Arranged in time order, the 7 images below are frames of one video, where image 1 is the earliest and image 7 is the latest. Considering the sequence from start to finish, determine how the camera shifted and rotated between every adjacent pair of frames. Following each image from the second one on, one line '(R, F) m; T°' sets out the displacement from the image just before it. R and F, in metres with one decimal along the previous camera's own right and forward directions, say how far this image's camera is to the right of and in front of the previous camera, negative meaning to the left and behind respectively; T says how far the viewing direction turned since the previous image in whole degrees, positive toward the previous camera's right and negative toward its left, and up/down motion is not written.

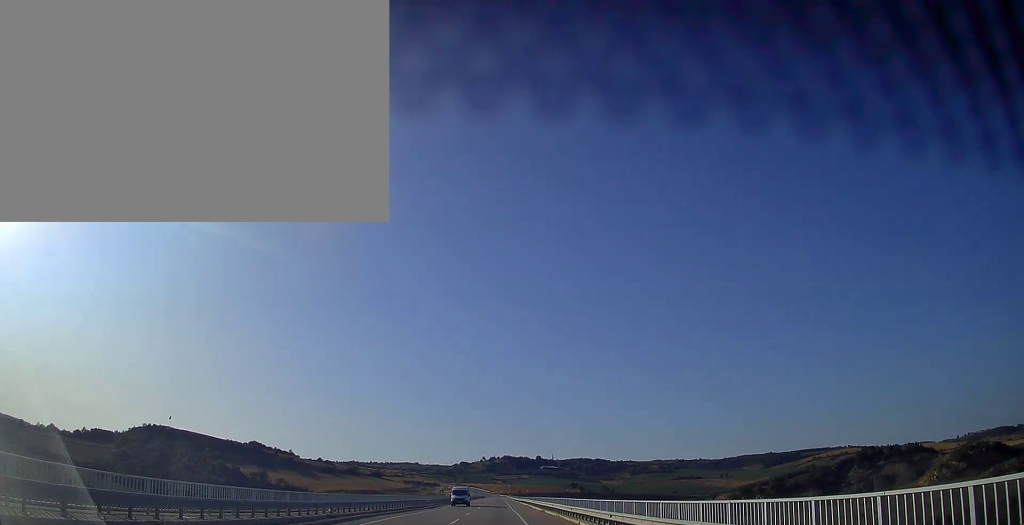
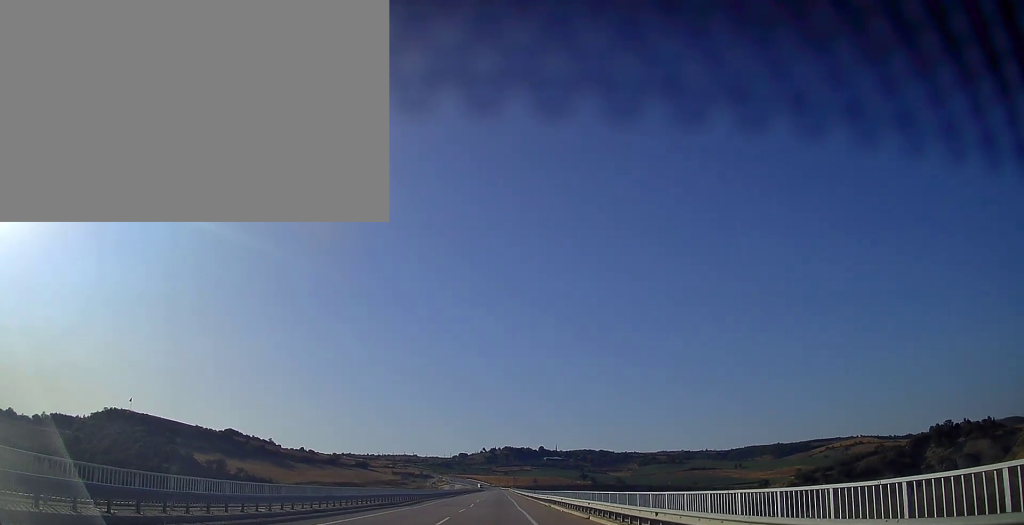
(-0.4, +55.0) m; 0°
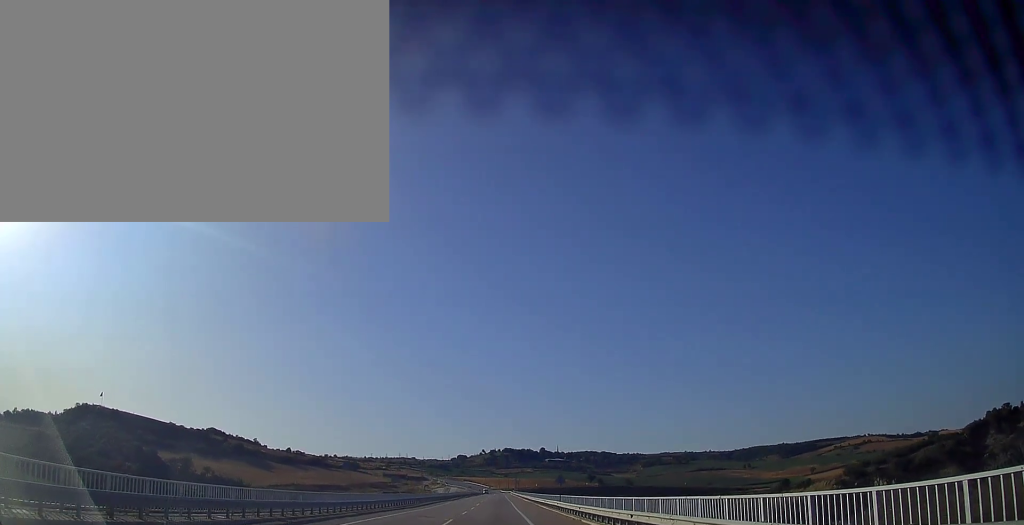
(+0.2, +33.1) m; 0°
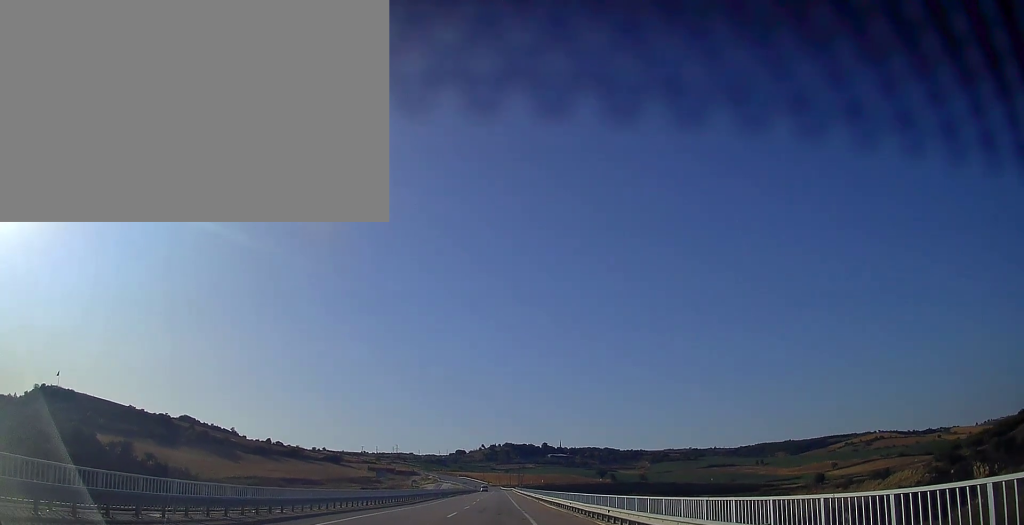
(-0.2, +44.2) m; 0°
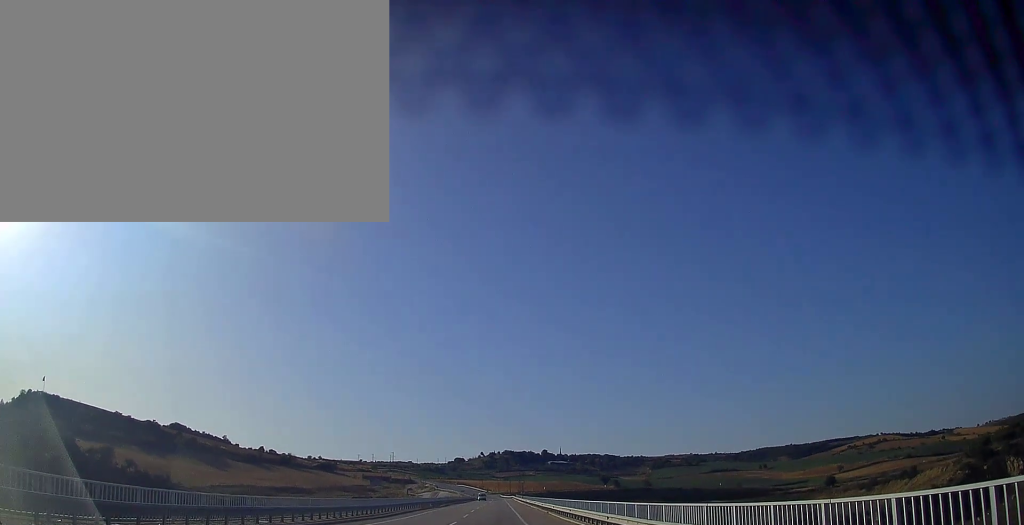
(+0.1, +12.0) m; 0°
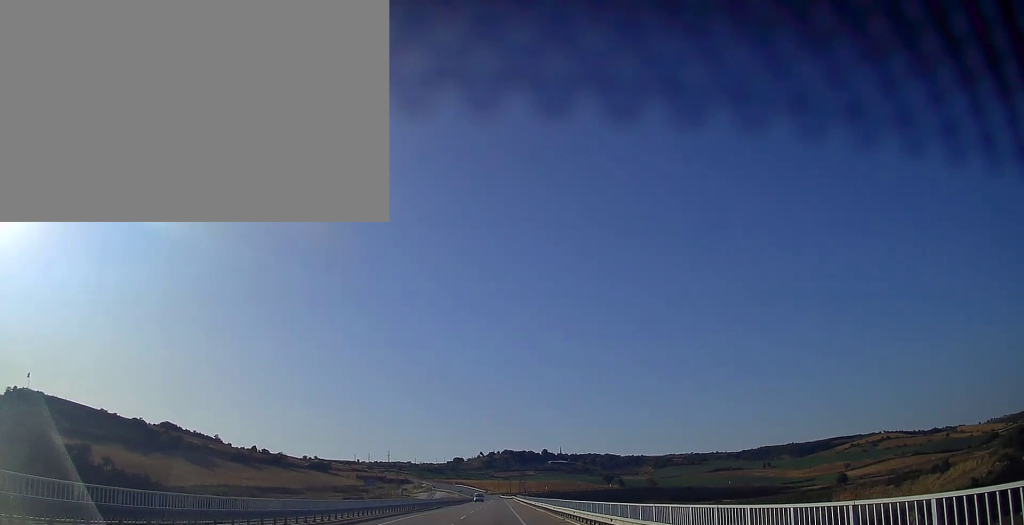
(0.0, +12.0) m; 0°
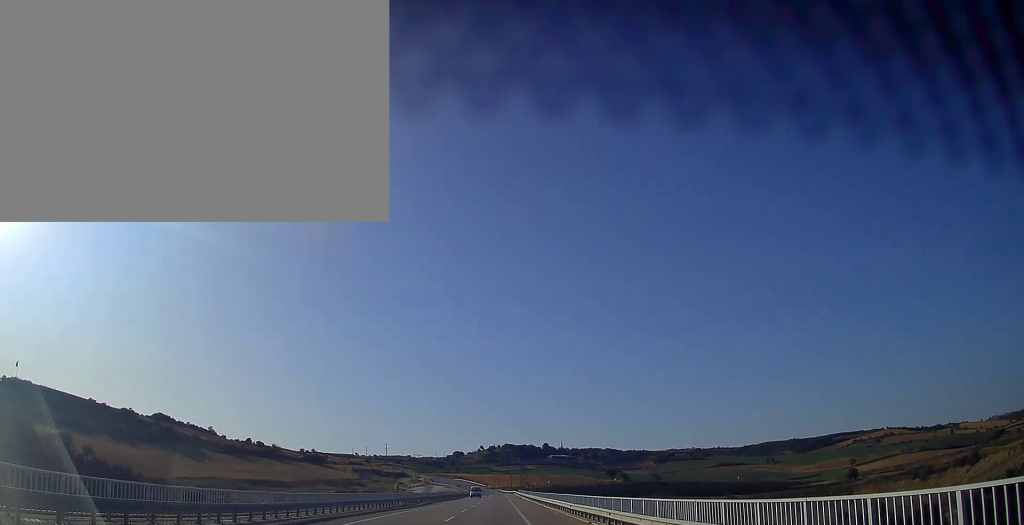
(0.0, +10.4) m; 0°
